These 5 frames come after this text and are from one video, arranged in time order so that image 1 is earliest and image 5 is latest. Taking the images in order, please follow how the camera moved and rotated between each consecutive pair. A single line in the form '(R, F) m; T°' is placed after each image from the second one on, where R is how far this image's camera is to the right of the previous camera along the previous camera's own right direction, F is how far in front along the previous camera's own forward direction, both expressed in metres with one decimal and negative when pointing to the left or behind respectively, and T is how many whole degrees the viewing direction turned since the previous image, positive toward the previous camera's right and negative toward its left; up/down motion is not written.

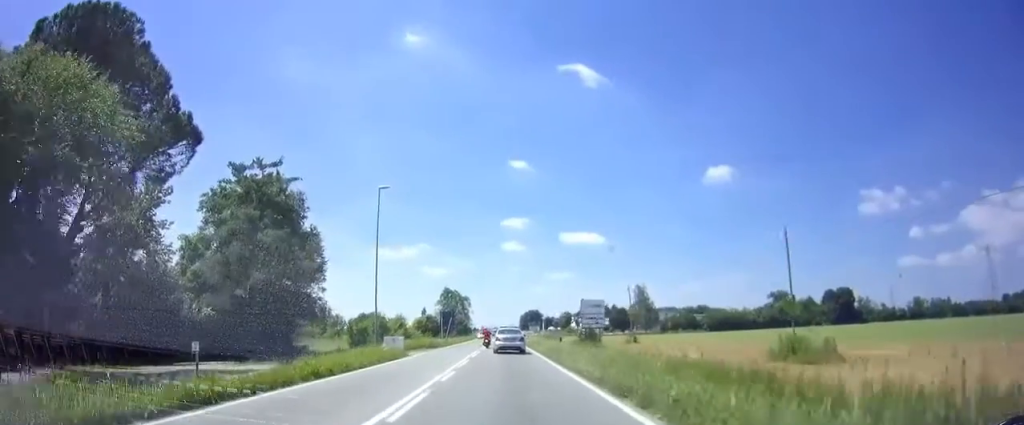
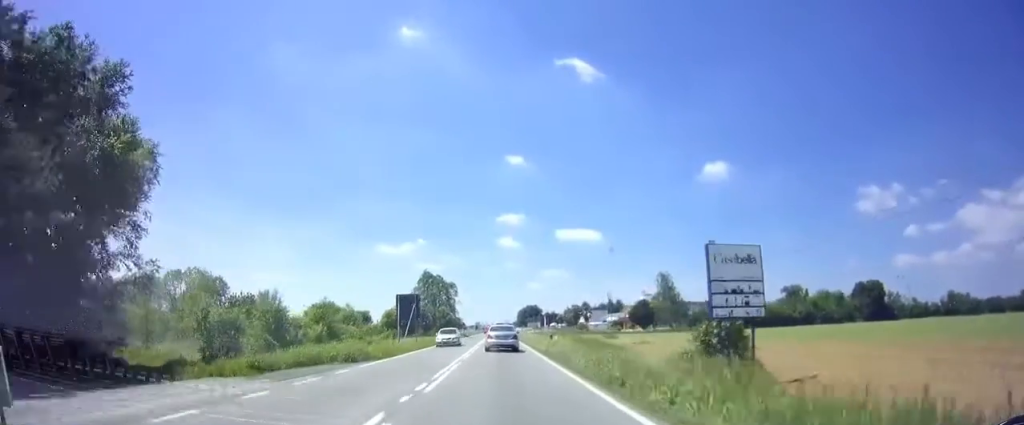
(-0.2, +26.7) m; 0°
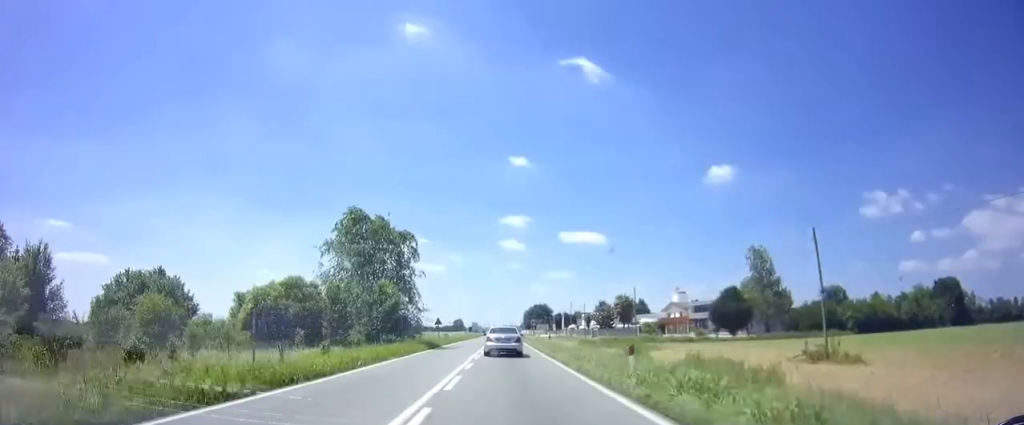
(+1.1, +47.5) m; +1°
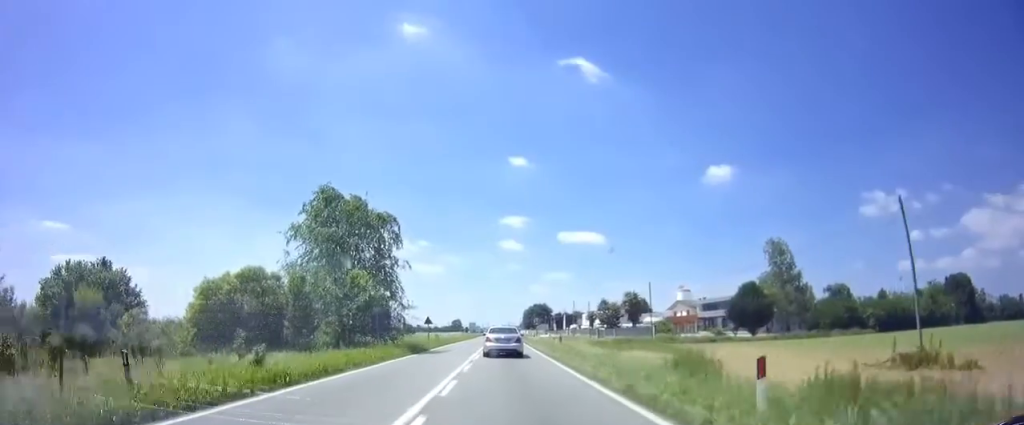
(0.0, +6.7) m; 0°
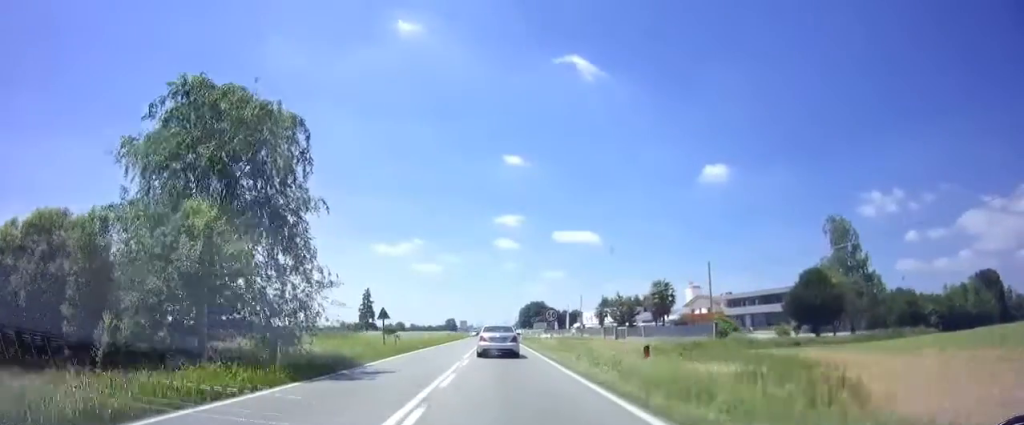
(0.0, +16.7) m; 0°
